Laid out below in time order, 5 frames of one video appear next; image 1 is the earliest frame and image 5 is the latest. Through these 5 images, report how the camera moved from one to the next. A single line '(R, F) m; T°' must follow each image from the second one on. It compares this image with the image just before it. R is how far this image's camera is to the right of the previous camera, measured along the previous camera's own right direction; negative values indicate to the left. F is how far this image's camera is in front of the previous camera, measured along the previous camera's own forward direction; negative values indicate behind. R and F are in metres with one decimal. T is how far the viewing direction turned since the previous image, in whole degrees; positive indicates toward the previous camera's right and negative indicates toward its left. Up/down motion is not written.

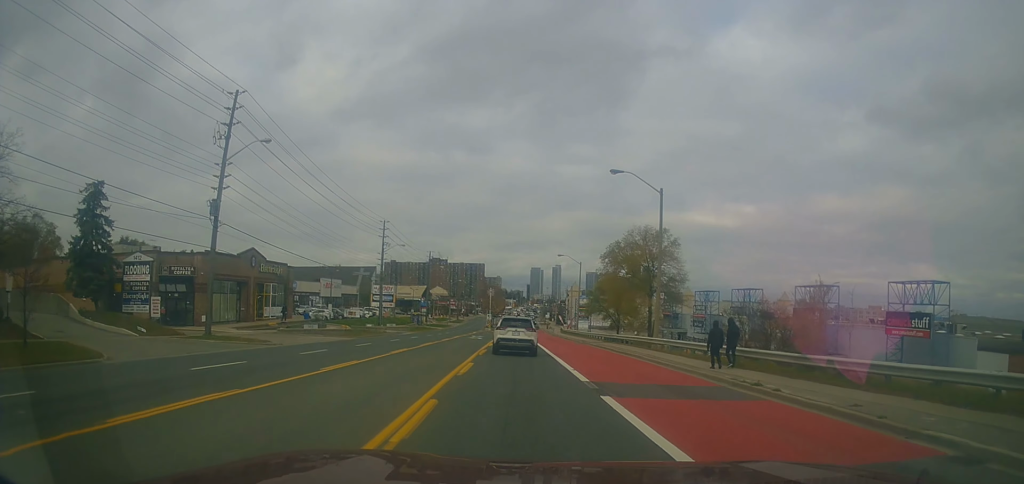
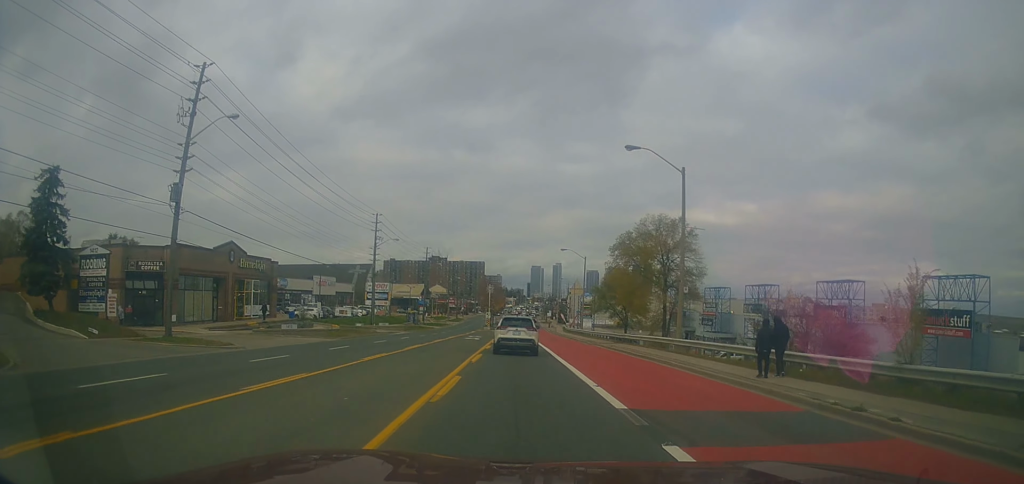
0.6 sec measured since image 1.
(+0.3, +4.9) m; +1°
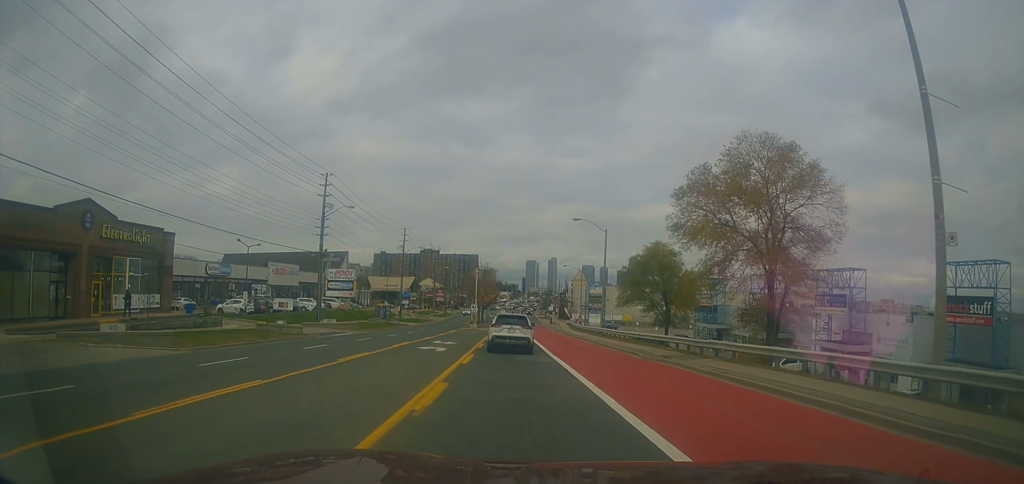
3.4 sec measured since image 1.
(-0.6, +20.5) m; -1°
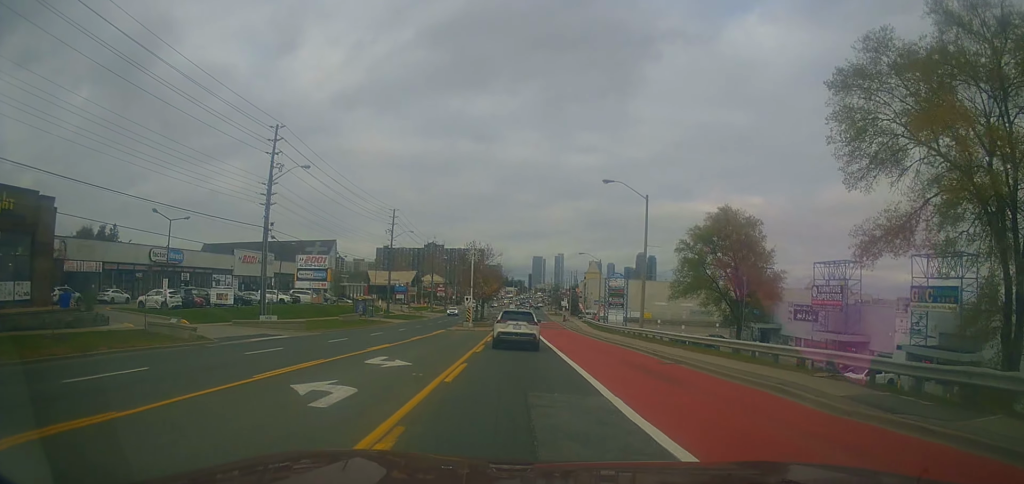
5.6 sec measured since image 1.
(-0.2, +15.4) m; -2°
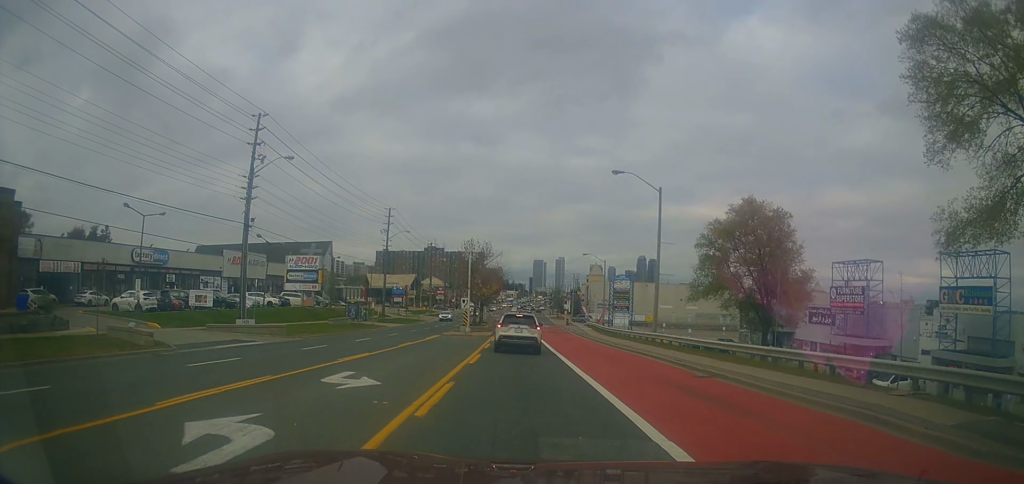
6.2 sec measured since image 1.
(+0.1, +3.7) m; +1°
